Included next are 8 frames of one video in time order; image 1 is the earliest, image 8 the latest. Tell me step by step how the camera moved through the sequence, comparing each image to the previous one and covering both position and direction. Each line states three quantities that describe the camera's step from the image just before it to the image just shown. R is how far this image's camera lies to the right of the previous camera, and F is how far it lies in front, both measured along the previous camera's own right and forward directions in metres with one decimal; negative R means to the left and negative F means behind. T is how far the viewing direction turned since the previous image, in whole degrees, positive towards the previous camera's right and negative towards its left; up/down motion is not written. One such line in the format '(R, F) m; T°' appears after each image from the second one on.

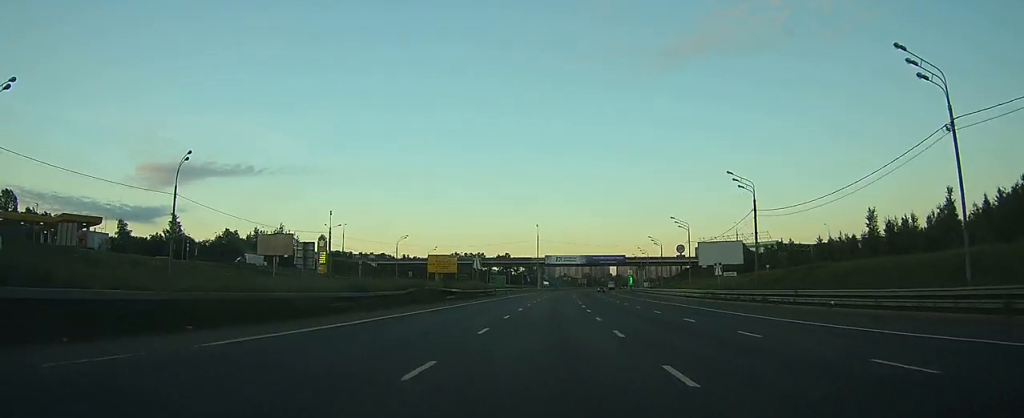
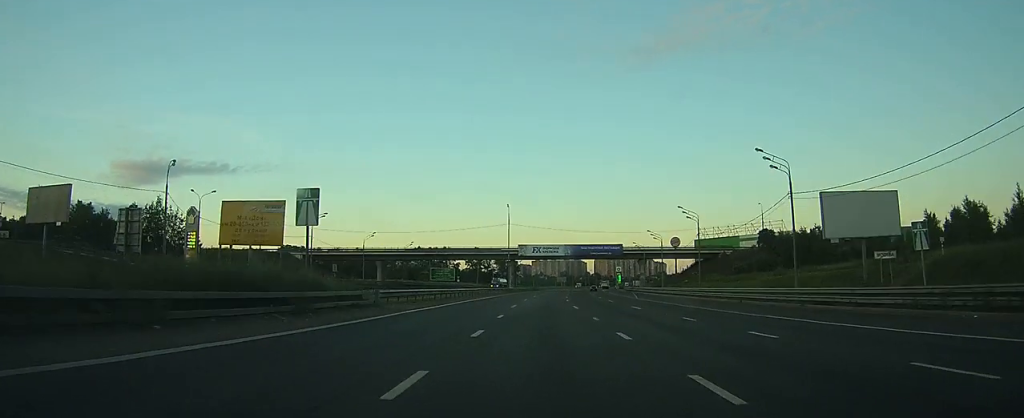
(+0.5, +40.8) m; +2°
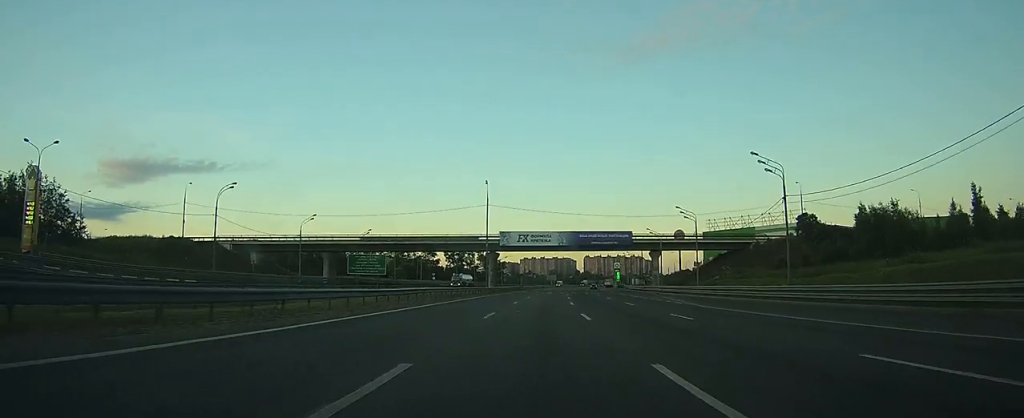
(+0.3, +28.5) m; +1°
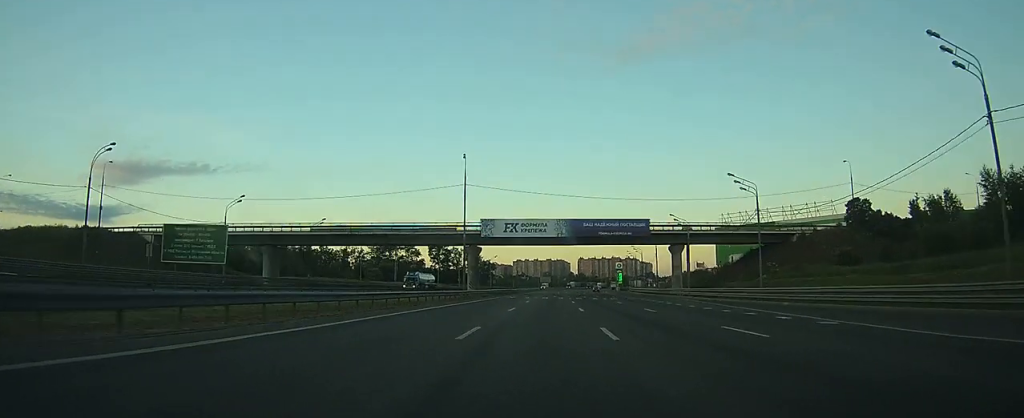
(+0.2, +22.9) m; +1°
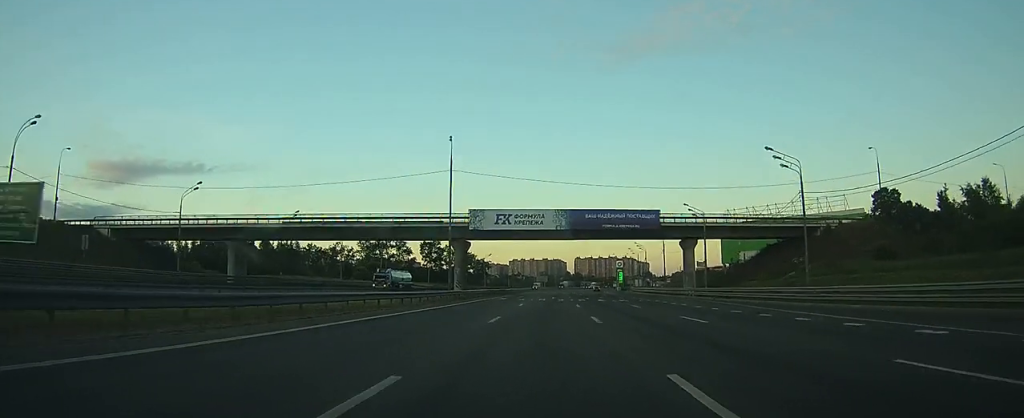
(+0.1, +9.6) m; 0°
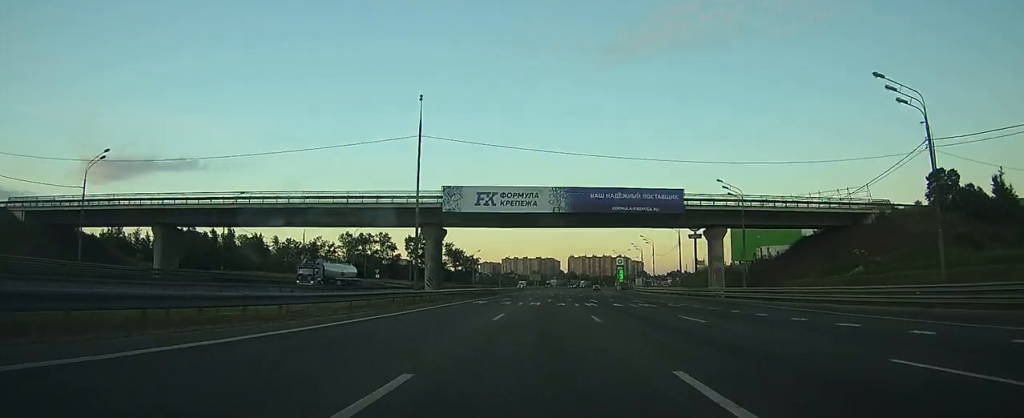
(0.0, +15.6) m; +1°
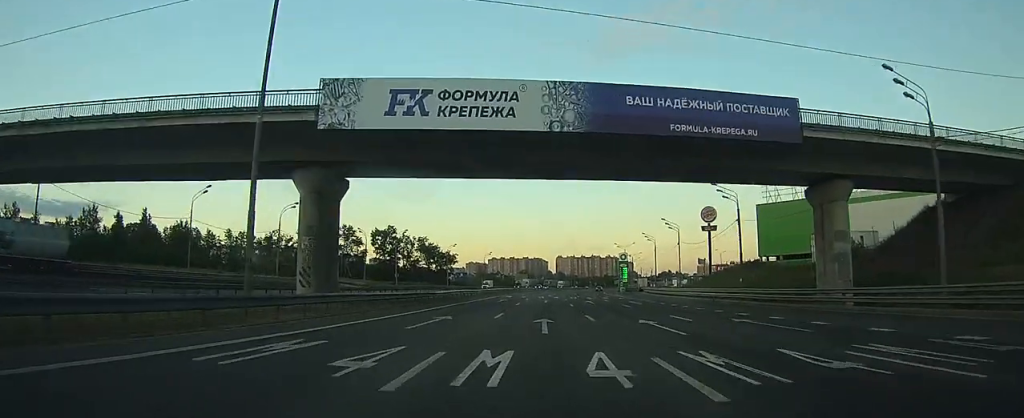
(+0.3, +30.5) m; +1°
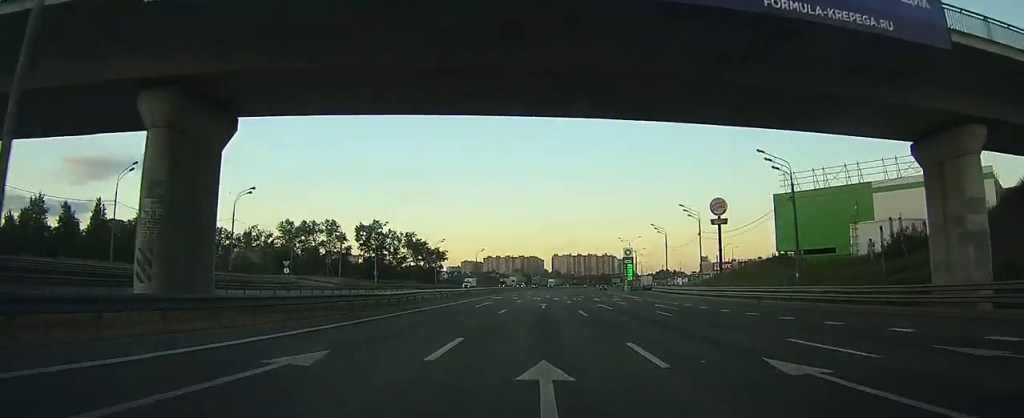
(+0.1, +13.4) m; 0°
